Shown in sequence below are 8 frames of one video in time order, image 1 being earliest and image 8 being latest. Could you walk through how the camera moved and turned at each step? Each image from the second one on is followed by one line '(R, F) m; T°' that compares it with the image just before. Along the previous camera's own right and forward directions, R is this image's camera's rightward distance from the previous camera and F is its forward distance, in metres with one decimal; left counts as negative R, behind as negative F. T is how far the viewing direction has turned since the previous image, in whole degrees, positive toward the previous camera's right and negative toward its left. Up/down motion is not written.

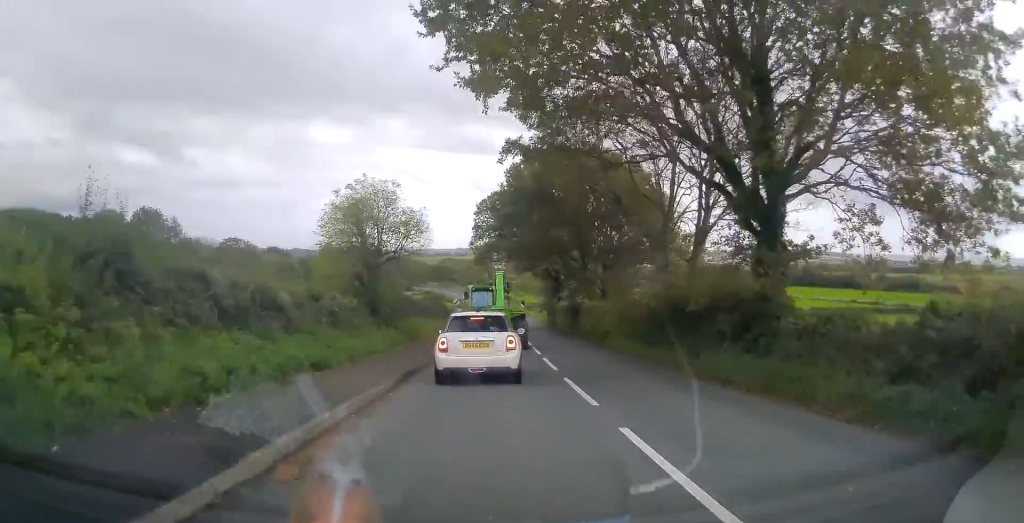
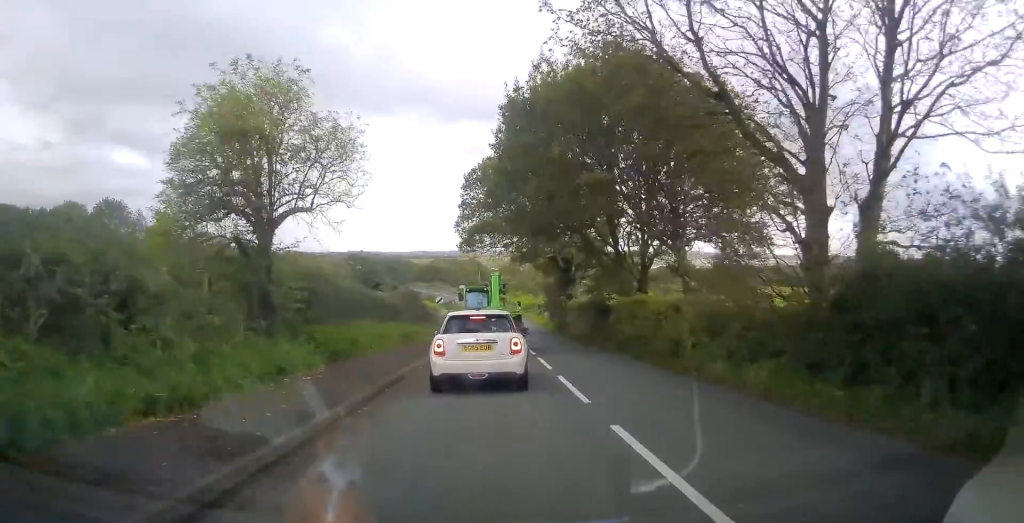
(+0.2, +12.1) m; +2°
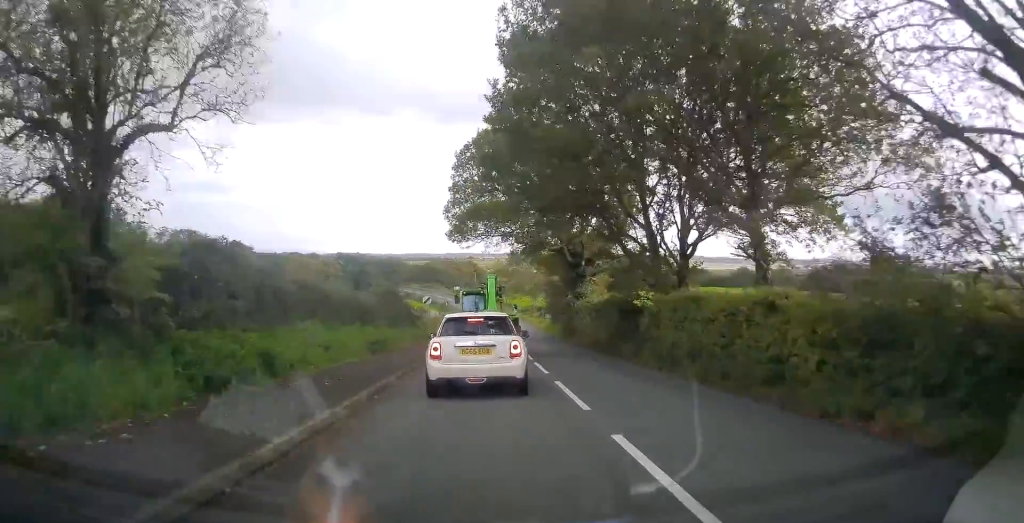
(+0.1, +6.6) m; 0°
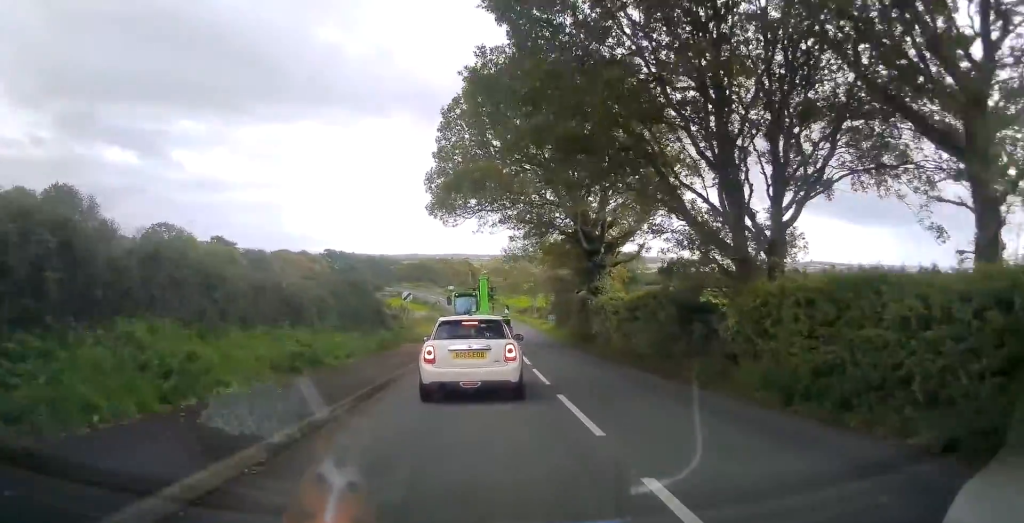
(0.0, +7.9) m; 0°
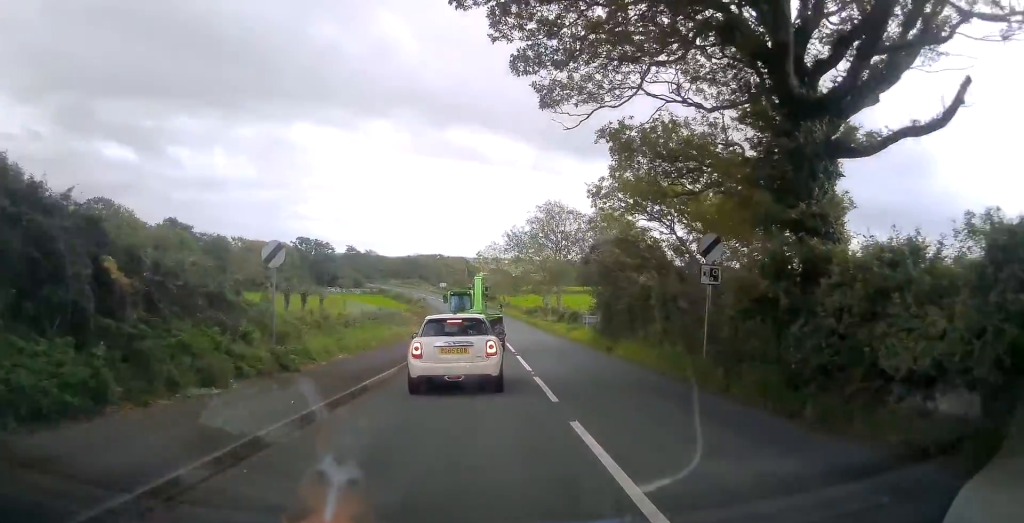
(+0.1, +21.3) m; 0°
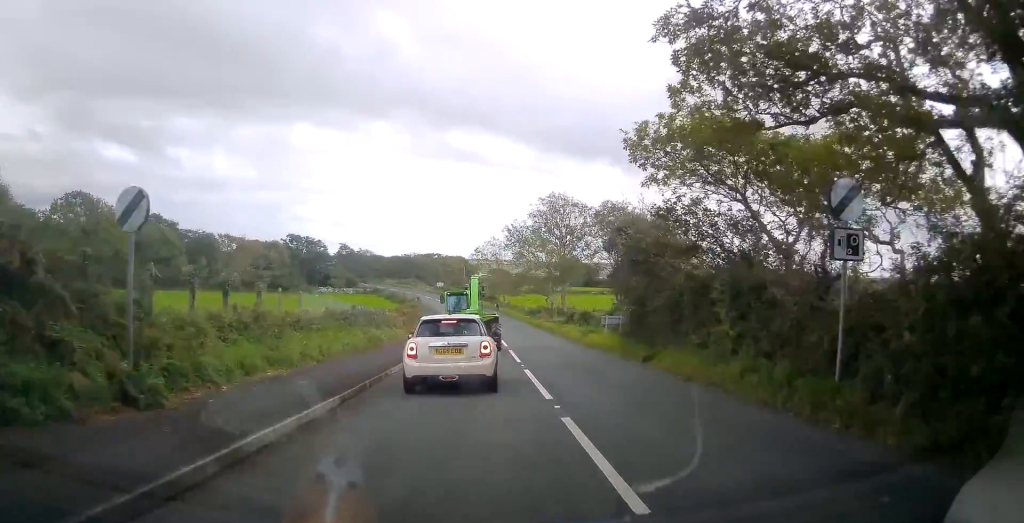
(-0.1, +5.8) m; 0°
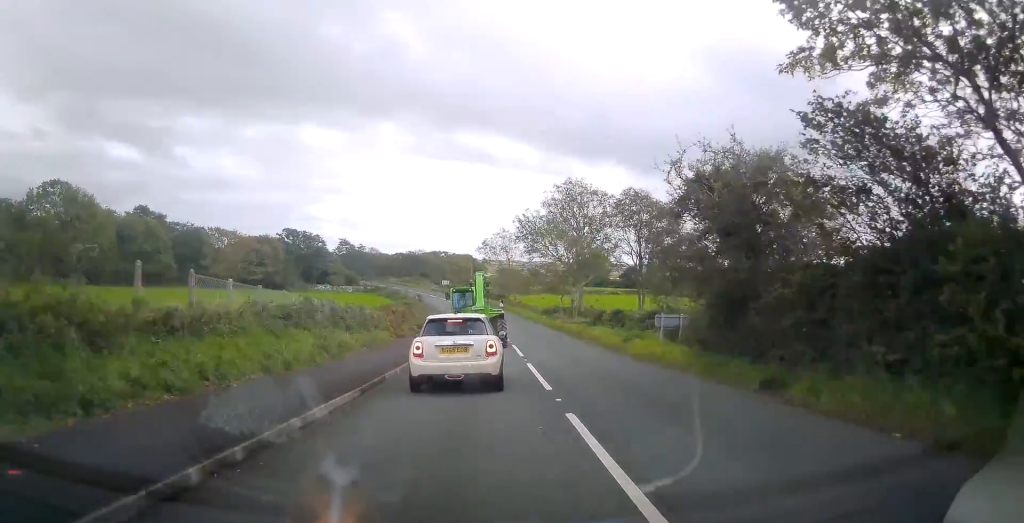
(+0.1, +7.6) m; 0°
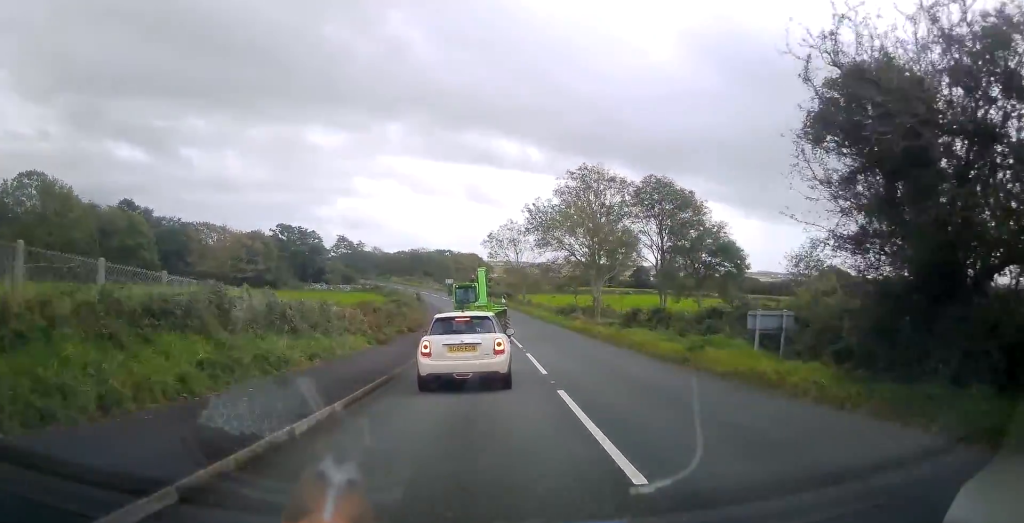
(0.0, +6.7) m; -1°
